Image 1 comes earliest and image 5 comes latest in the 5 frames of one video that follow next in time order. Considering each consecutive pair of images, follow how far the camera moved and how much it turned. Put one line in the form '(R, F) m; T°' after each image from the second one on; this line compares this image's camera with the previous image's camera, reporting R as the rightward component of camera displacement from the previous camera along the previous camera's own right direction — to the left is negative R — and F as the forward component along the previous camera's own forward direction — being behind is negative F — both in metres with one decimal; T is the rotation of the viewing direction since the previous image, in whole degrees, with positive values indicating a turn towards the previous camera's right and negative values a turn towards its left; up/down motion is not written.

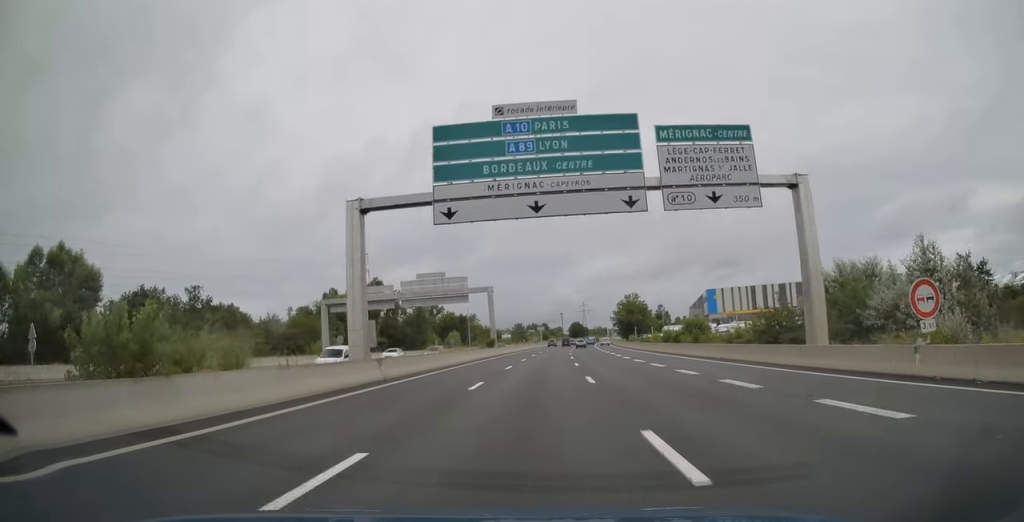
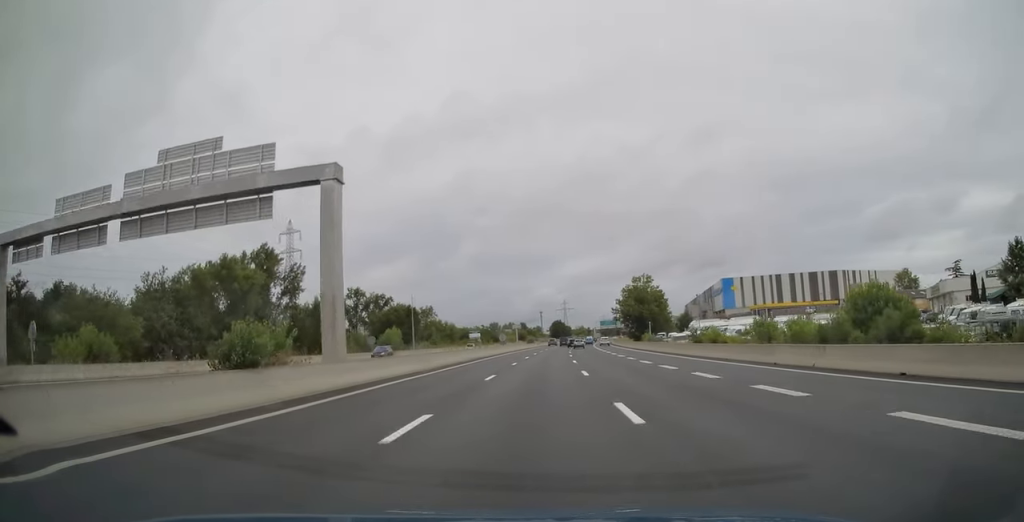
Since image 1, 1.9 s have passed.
(+0.5, +48.2) m; +1°
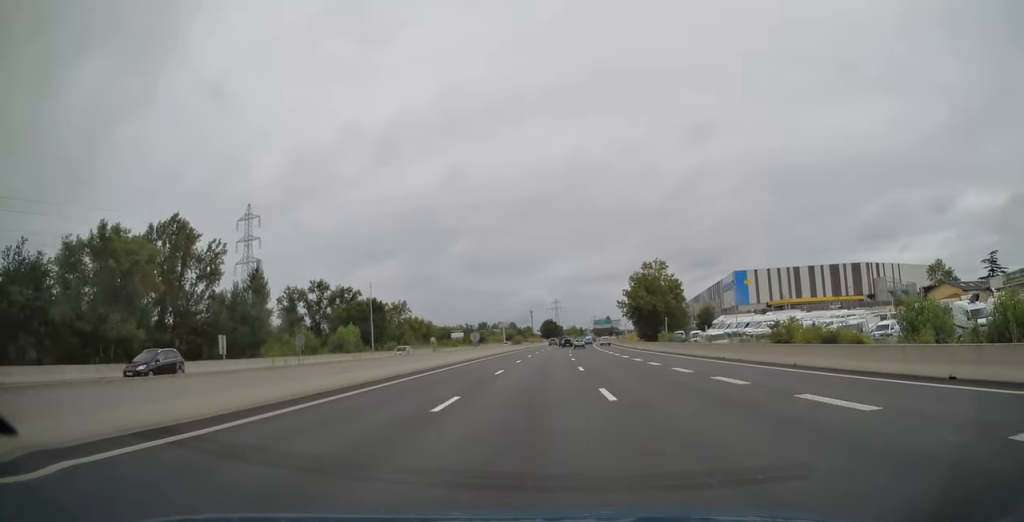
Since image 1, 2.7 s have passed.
(+0.2, +22.4) m; +1°
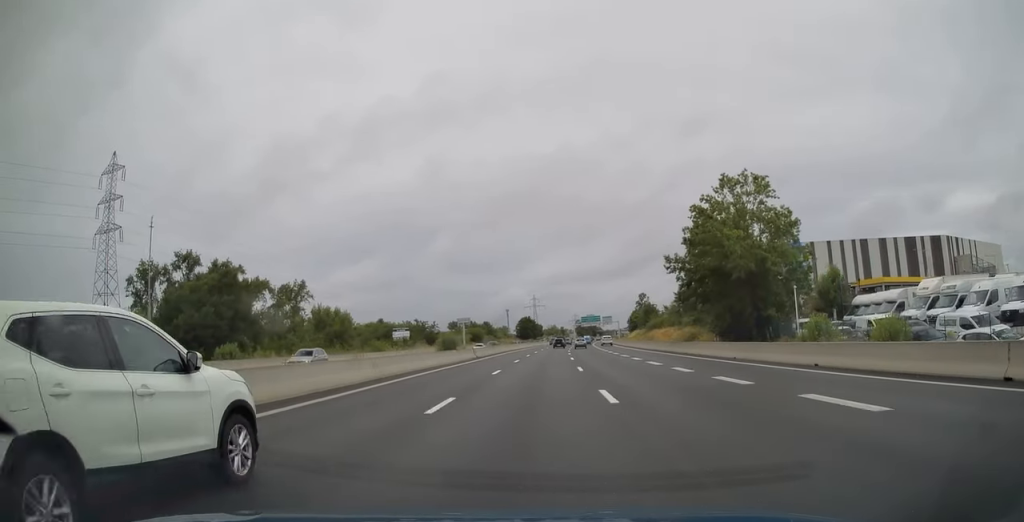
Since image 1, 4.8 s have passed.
(+1.1, +52.6) m; +3°
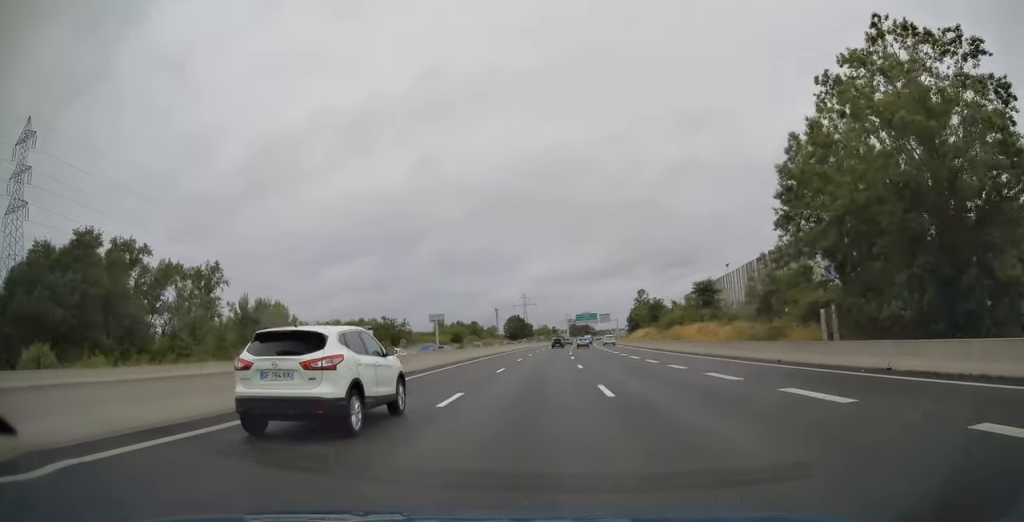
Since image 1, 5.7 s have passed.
(+0.2, +25.0) m; +1°
